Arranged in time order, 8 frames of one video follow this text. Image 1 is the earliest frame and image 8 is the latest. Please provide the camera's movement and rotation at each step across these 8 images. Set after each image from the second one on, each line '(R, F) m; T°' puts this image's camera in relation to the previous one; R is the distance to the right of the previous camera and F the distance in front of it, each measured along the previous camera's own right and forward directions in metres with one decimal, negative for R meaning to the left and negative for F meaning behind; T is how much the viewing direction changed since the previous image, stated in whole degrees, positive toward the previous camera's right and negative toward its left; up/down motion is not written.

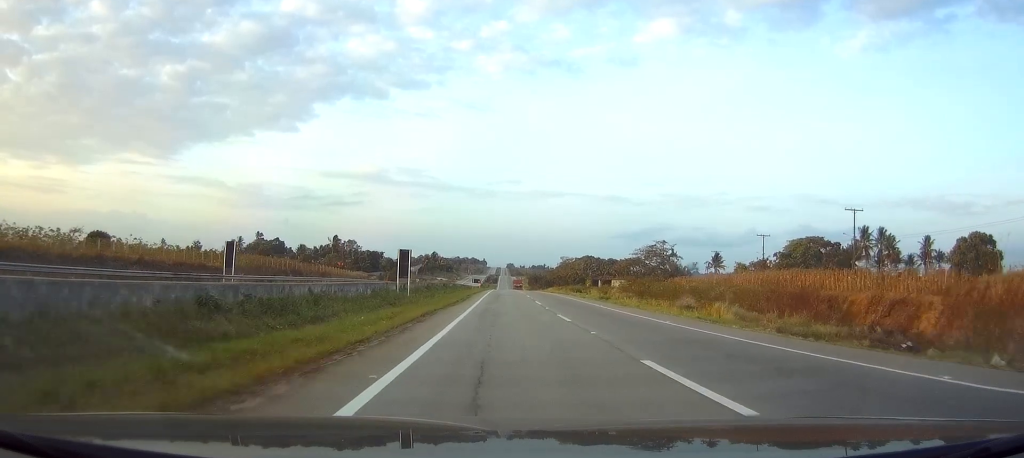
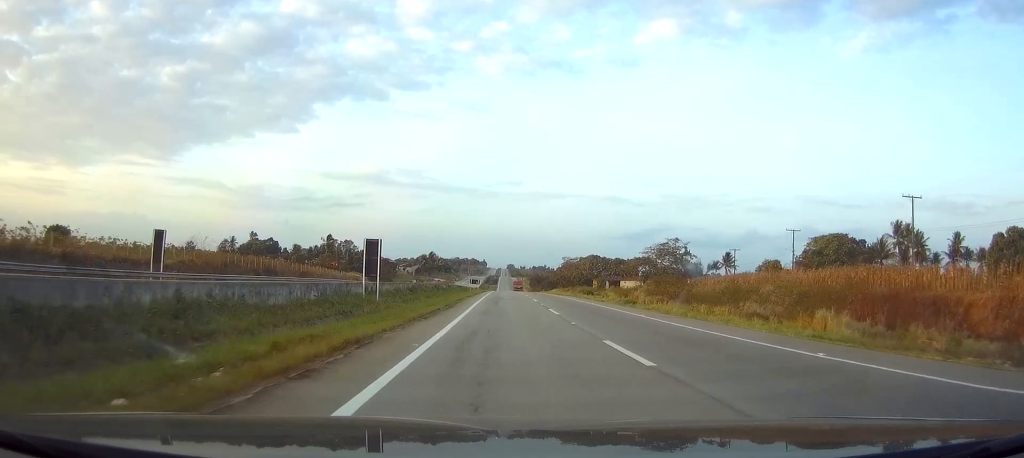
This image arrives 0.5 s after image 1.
(0.0, +11.8) m; 0°
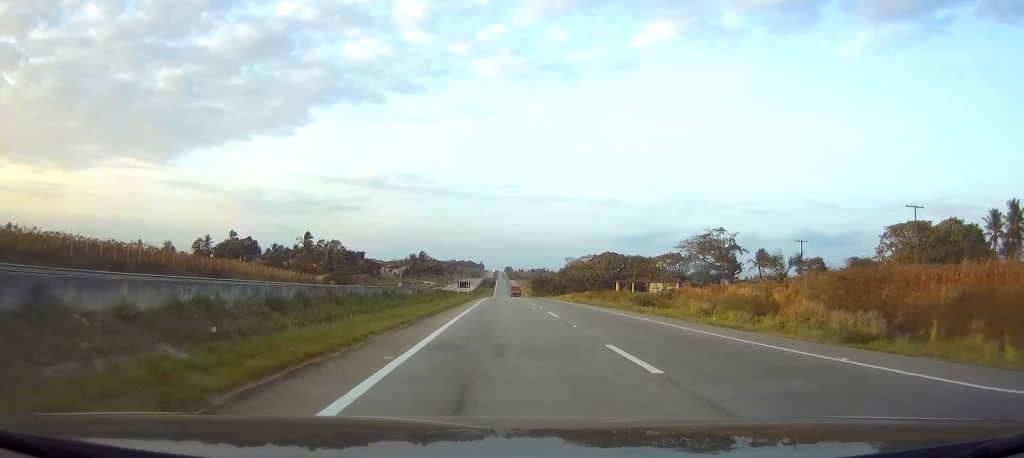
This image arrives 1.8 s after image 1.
(-0.1, +33.1) m; 0°
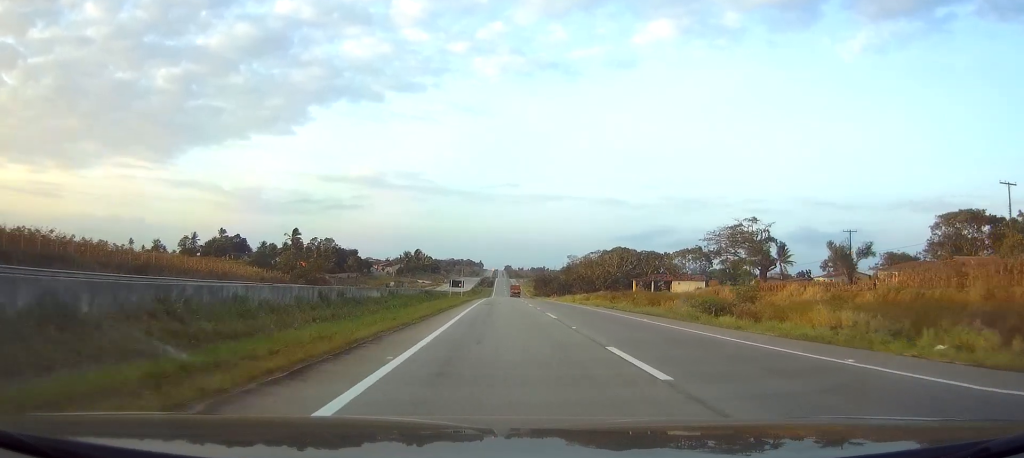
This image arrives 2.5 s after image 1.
(-0.1, +16.3) m; 0°
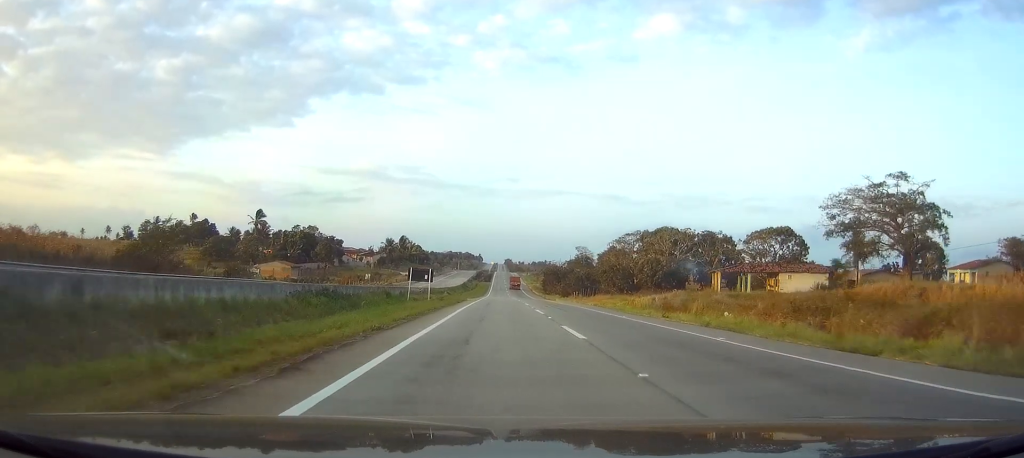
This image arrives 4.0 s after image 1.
(-0.1, +42.2) m; -1°
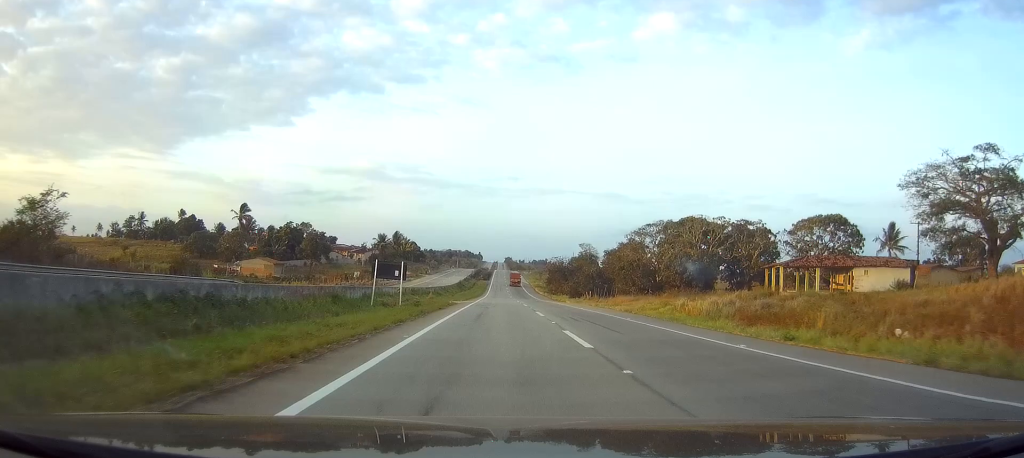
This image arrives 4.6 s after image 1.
(-0.1, +14.9) m; 0°
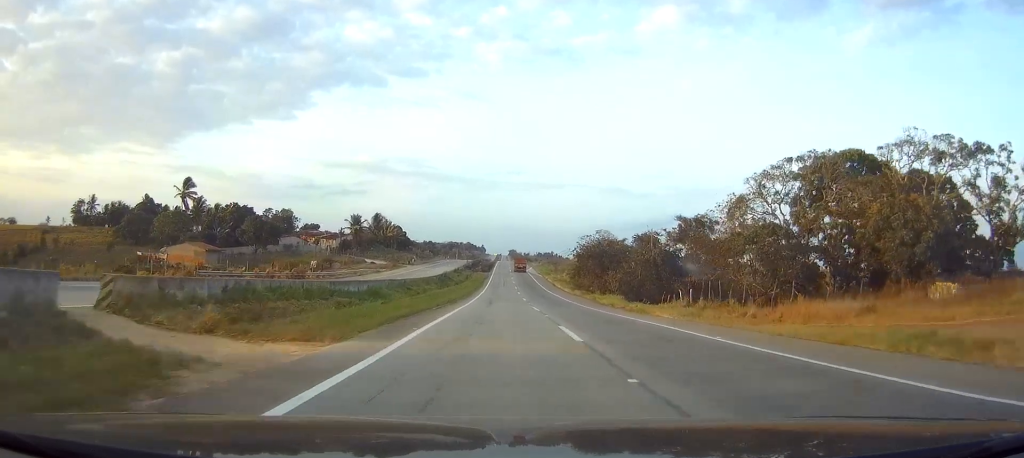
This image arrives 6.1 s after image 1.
(+0.1, +44.6) m; 0°
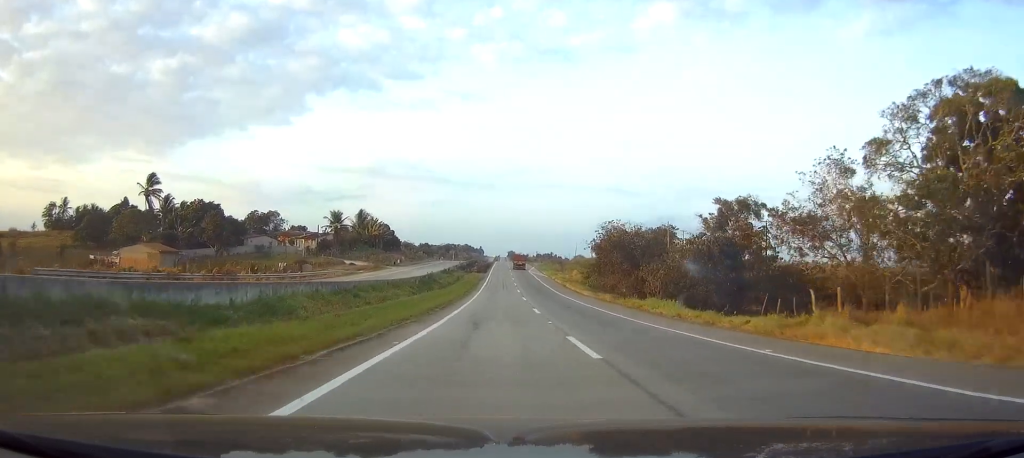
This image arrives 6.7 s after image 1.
(0.0, +19.1) m; 0°
